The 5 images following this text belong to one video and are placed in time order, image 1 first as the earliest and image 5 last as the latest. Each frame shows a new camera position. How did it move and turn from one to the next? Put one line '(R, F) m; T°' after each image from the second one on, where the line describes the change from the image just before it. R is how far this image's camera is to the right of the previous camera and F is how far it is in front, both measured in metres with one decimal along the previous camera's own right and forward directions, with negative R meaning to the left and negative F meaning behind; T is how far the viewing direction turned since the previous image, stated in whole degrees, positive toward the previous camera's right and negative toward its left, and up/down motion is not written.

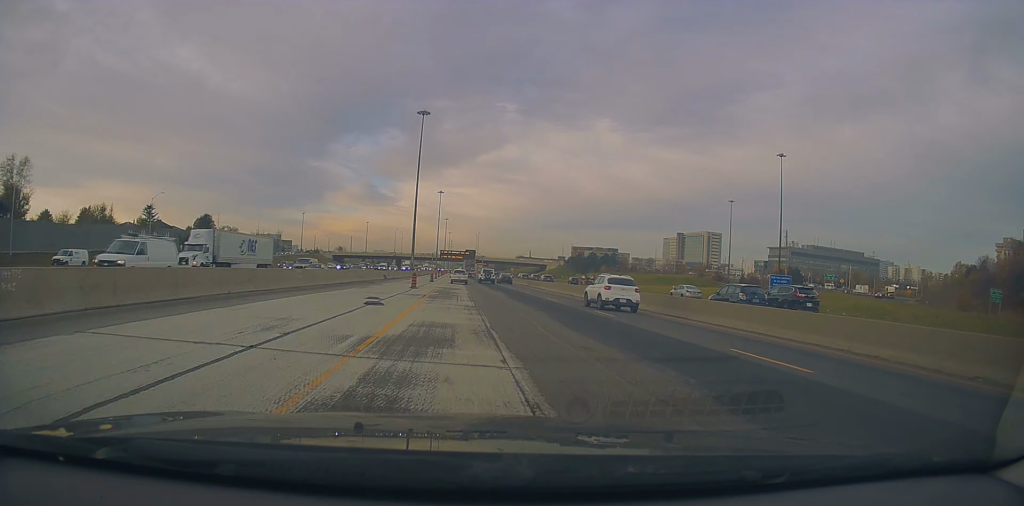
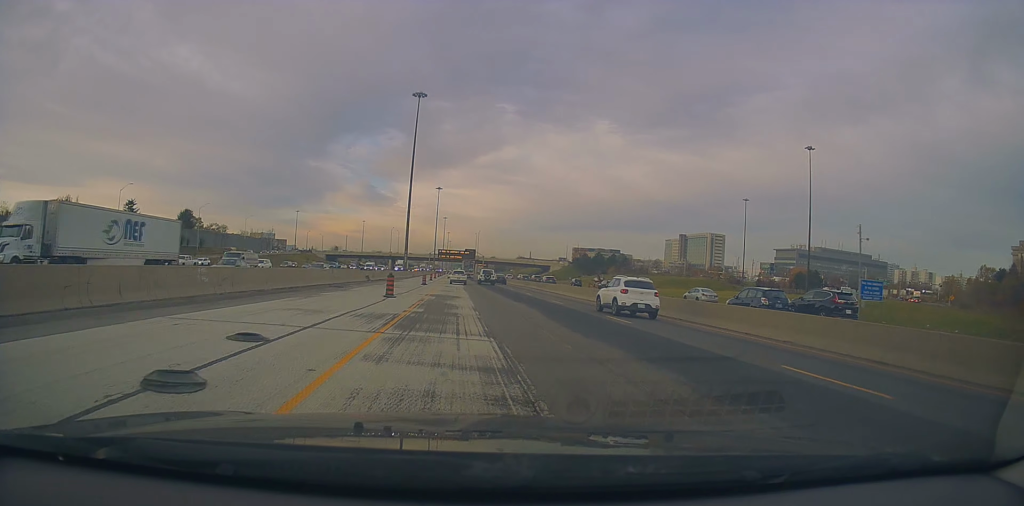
(-0.1, +13.8) m; 0°
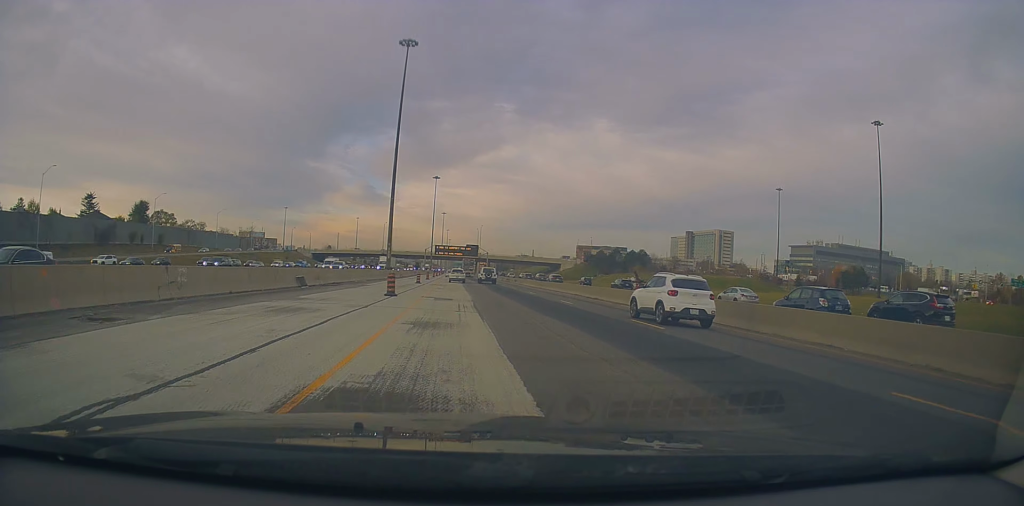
(+0.2, +27.3) m; 0°
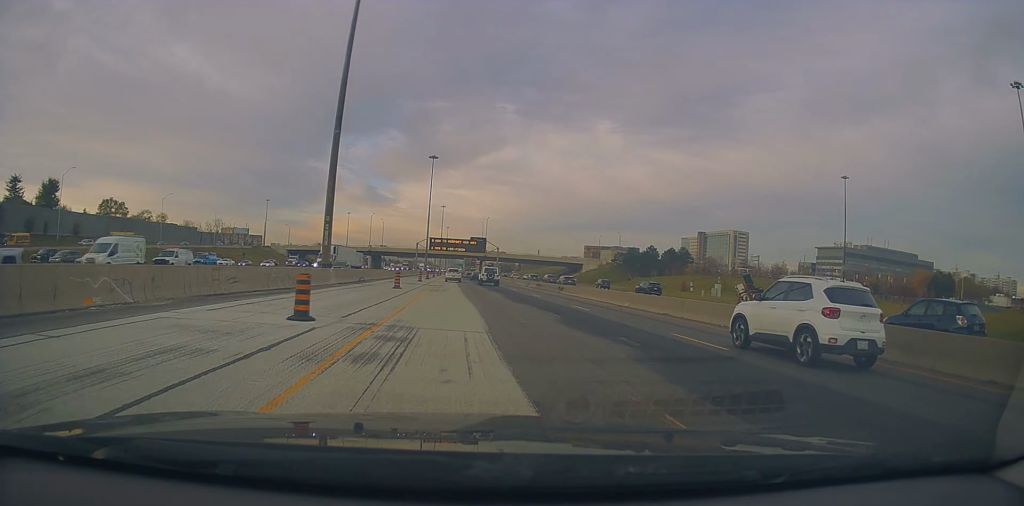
(-0.5, +39.0) m; +1°
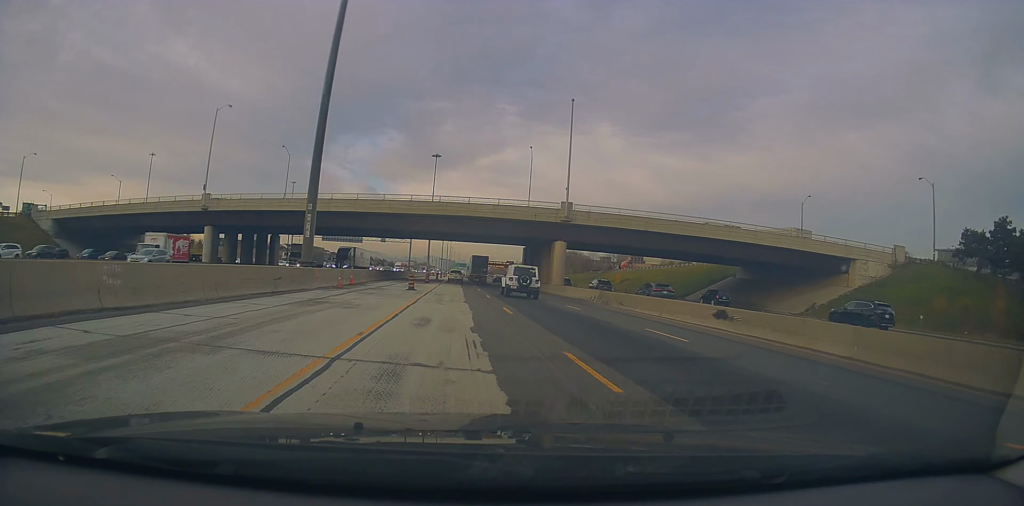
(-1.0, +141.4) m; -1°
